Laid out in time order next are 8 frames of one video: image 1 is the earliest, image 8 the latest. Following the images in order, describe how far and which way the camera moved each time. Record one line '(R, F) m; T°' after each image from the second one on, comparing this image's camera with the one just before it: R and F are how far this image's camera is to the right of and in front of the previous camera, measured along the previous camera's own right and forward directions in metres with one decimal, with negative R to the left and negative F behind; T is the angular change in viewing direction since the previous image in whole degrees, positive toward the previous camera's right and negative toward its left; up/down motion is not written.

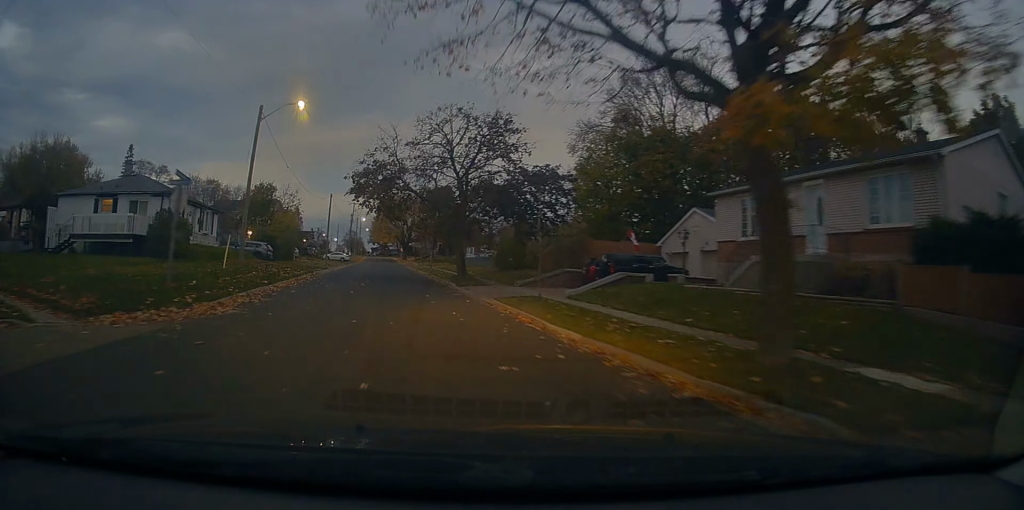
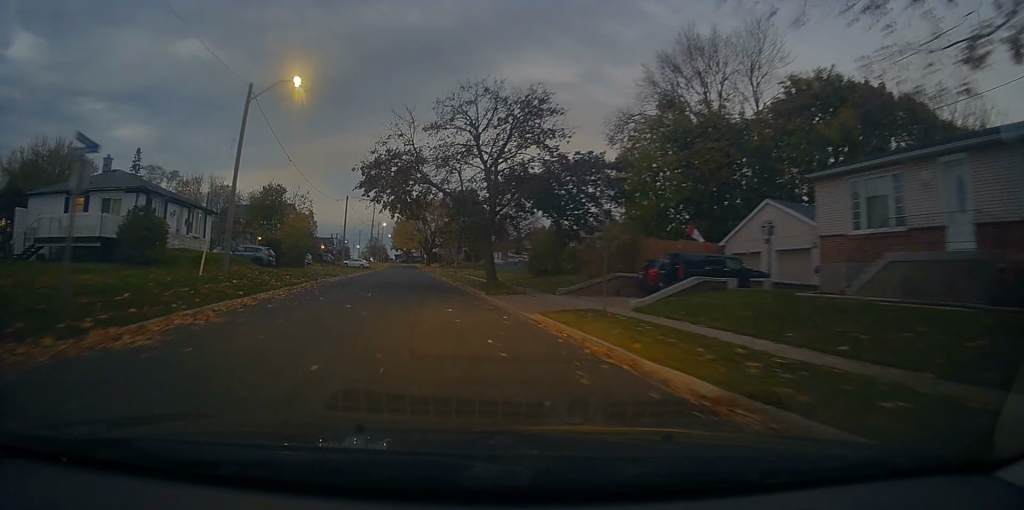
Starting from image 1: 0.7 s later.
(+0.1, +5.8) m; -2°
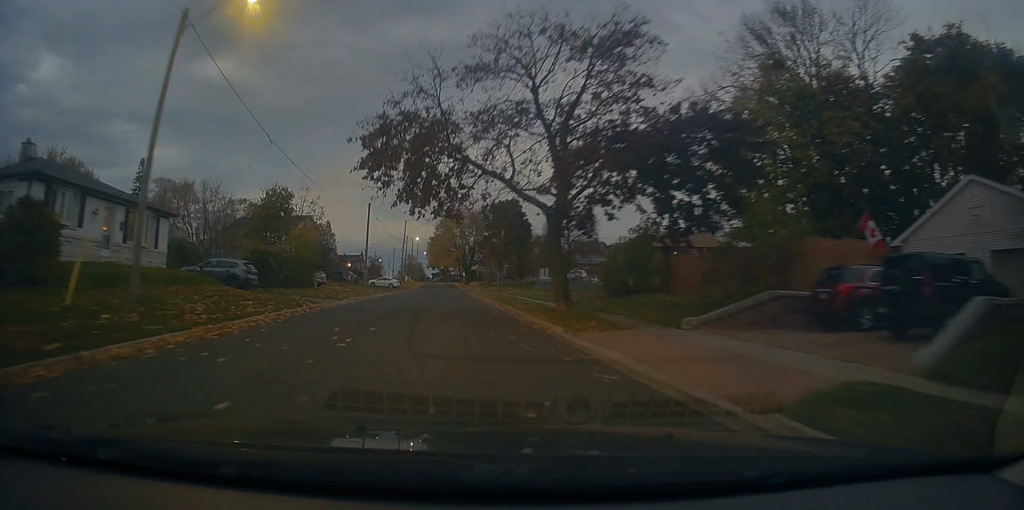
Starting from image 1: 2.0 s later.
(-0.5, +11.2) m; +1°
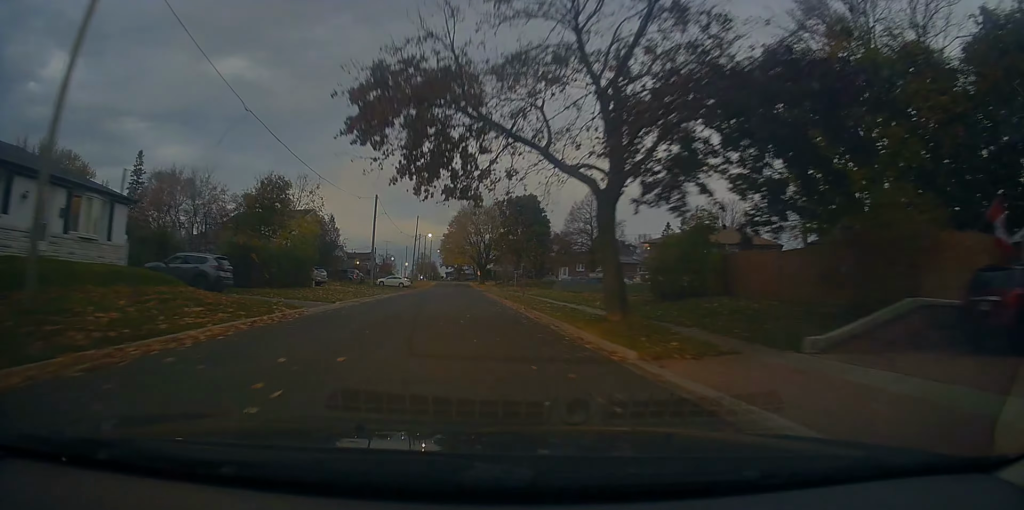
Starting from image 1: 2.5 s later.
(+0.3, +5.5) m; +1°
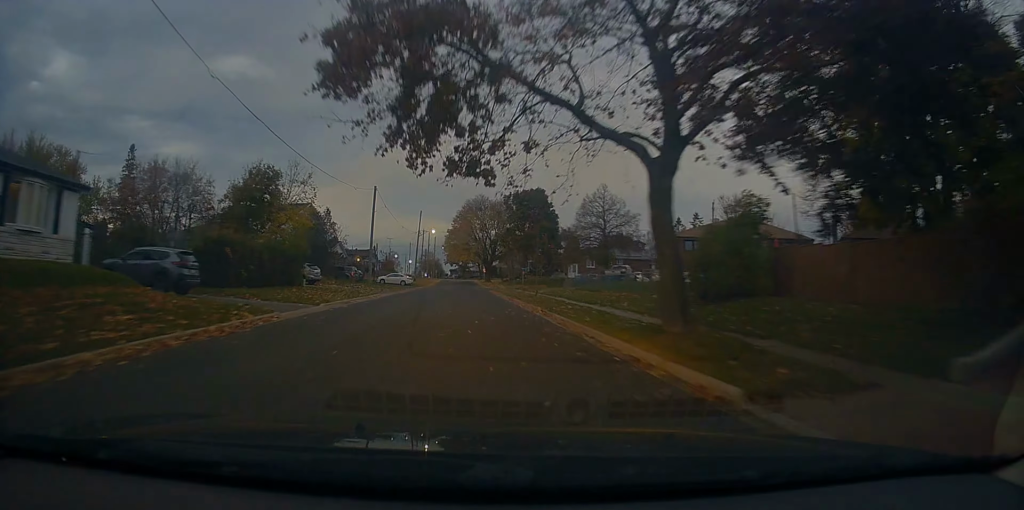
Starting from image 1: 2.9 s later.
(+0.3, +3.9) m; +1°
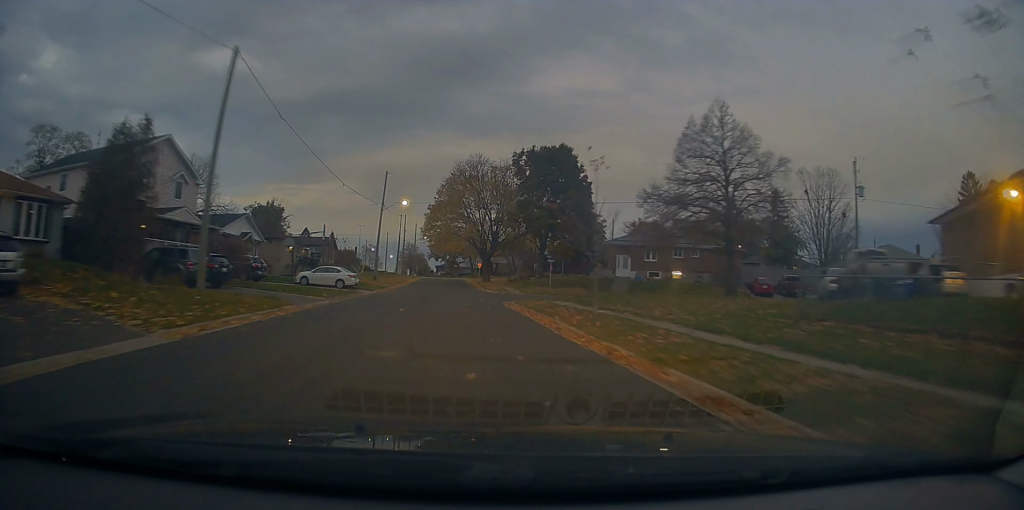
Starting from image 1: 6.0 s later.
(+0.3, +33.3) m; +2°
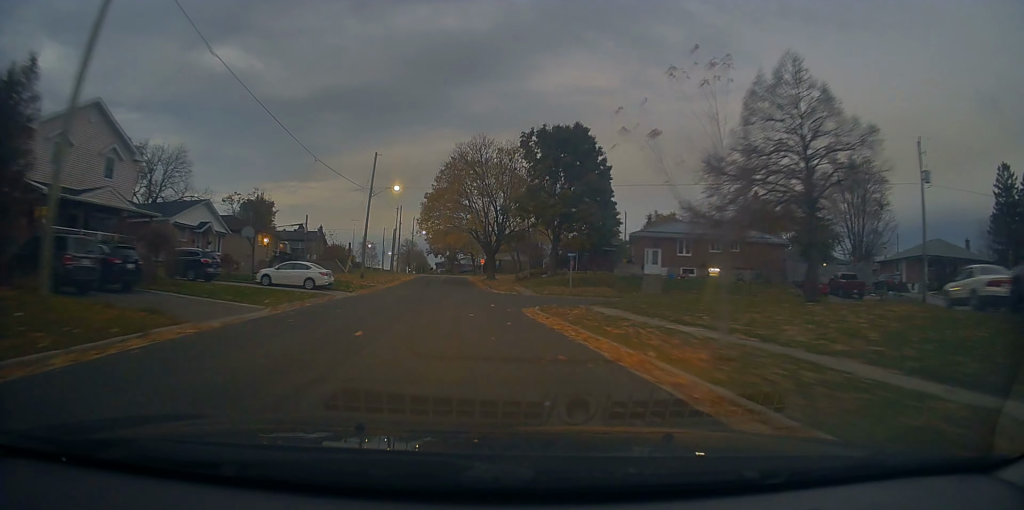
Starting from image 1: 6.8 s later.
(-0.5, +8.5) m; -3°
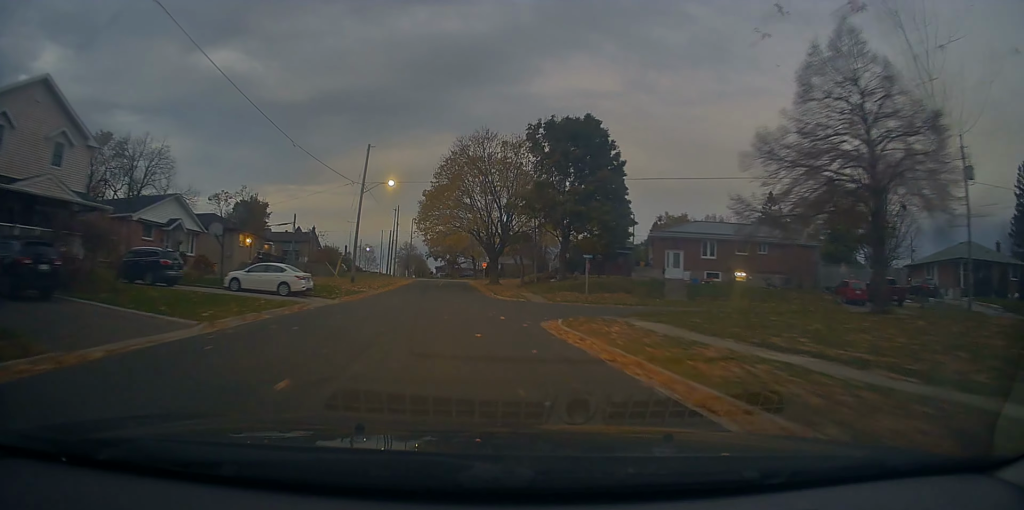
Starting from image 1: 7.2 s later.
(-0.1, +4.8) m; 0°
